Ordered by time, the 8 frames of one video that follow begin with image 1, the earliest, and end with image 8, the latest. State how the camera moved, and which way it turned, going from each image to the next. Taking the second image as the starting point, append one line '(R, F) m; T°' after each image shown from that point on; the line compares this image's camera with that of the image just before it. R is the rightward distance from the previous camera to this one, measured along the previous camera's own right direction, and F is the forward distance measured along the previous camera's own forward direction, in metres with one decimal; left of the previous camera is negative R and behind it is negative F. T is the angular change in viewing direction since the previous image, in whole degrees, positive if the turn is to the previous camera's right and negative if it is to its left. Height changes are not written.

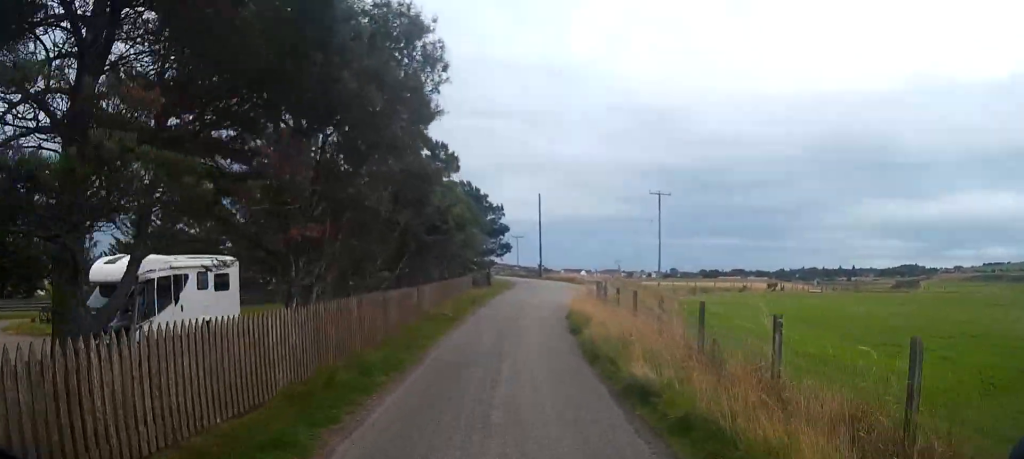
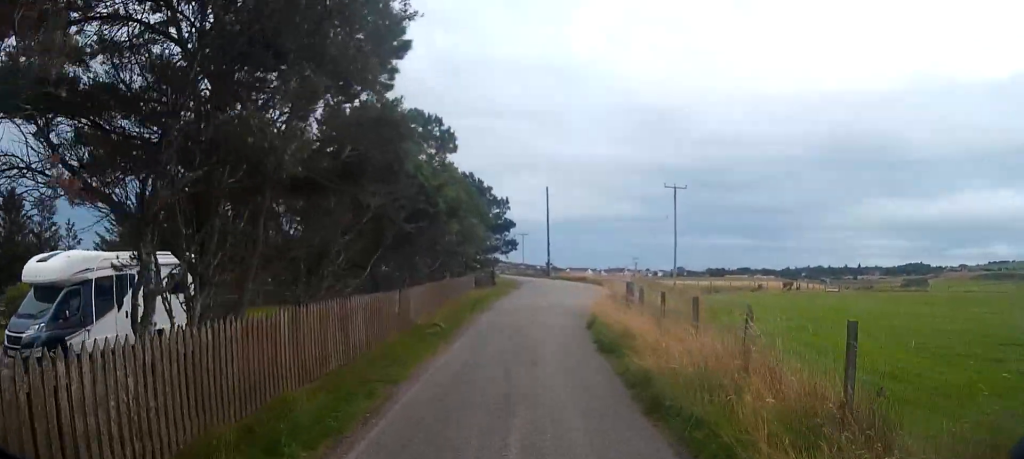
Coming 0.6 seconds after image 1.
(-0.1, +4.1) m; -2°
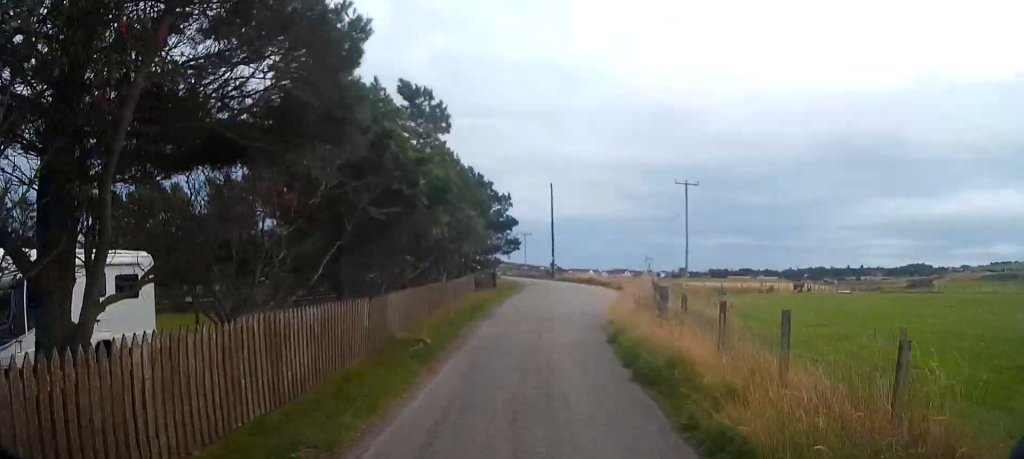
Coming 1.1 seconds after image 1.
(-0.2, +3.4) m; -1°
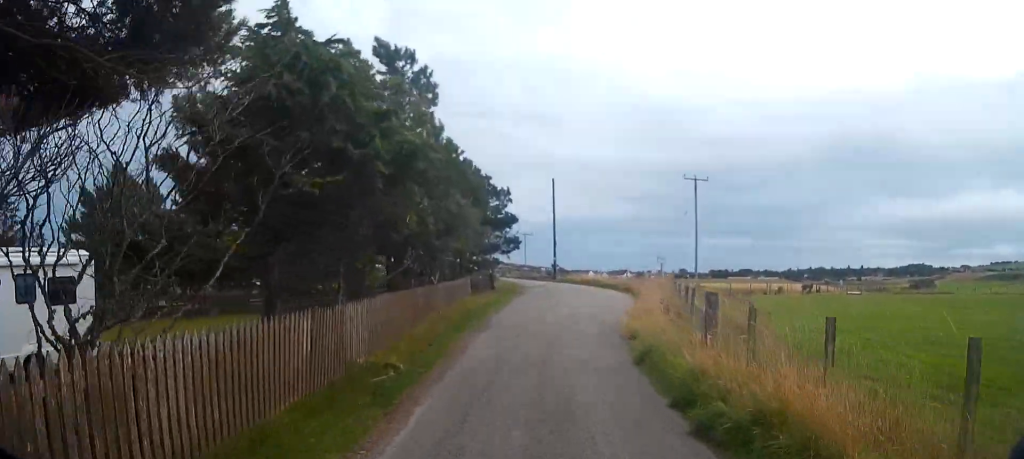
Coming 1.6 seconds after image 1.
(0.0, +3.2) m; +1°
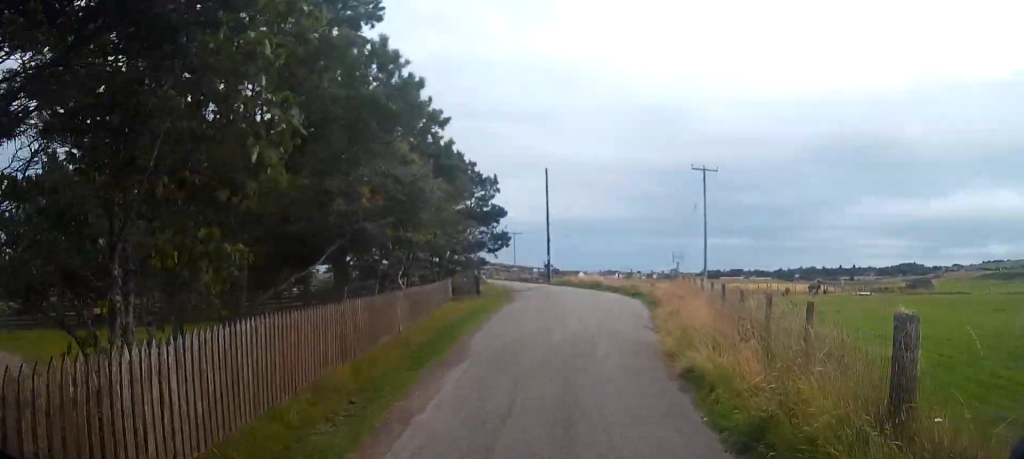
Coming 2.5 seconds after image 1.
(+0.1, +5.5) m; +3°
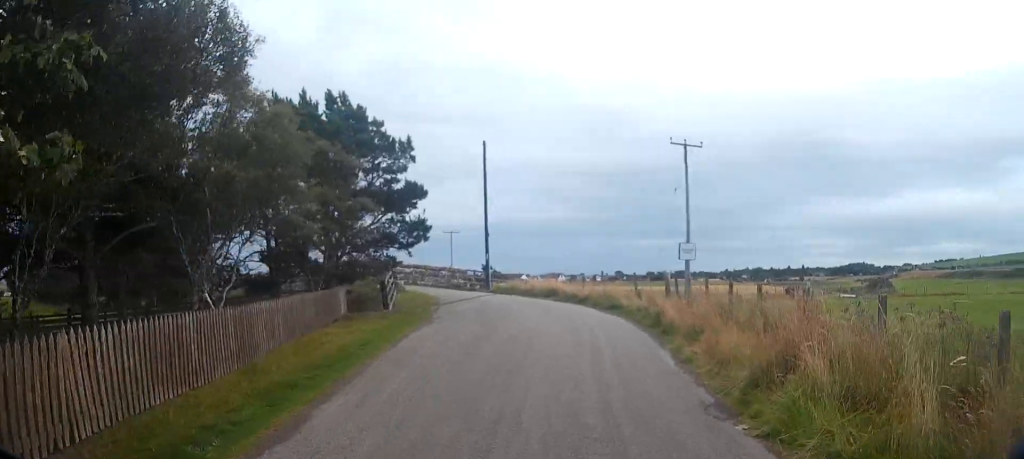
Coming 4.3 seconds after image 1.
(+0.6, +9.6) m; +7°
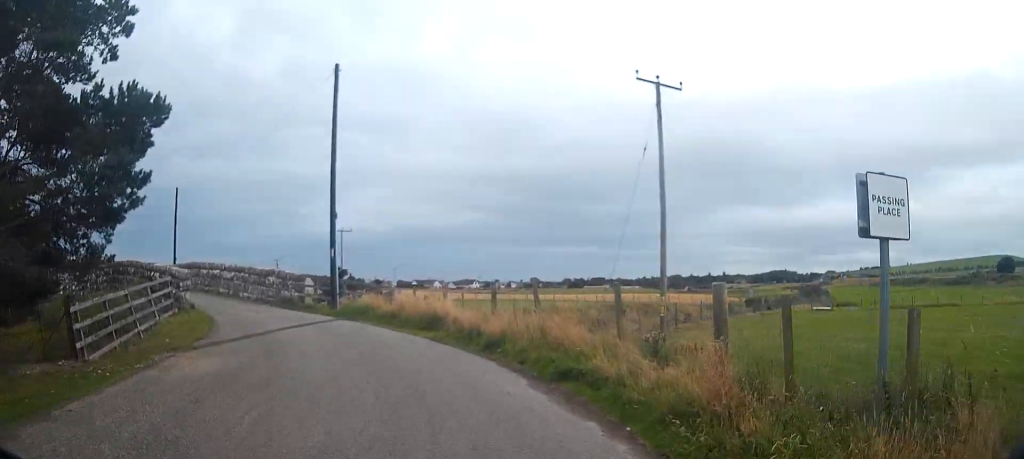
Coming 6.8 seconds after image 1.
(+0.2, +13.6) m; -1°
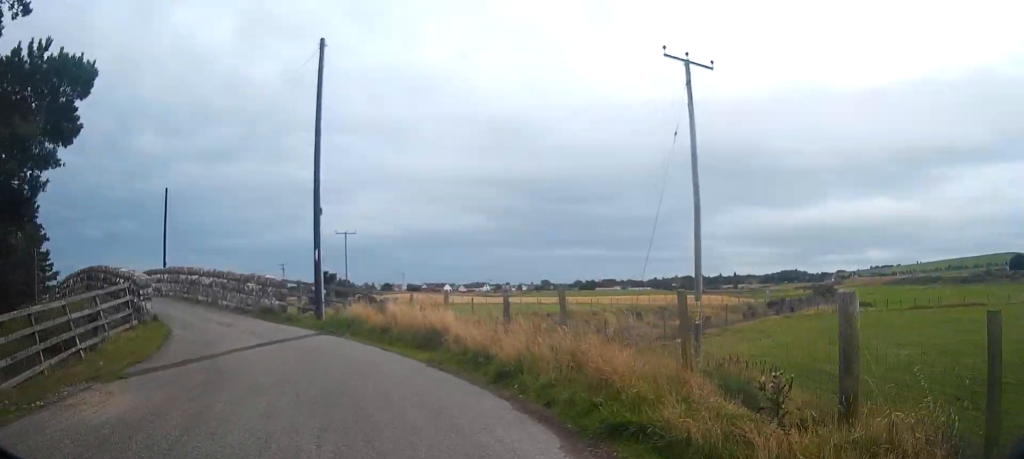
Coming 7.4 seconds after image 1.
(0.0, +3.1) m; -2°
